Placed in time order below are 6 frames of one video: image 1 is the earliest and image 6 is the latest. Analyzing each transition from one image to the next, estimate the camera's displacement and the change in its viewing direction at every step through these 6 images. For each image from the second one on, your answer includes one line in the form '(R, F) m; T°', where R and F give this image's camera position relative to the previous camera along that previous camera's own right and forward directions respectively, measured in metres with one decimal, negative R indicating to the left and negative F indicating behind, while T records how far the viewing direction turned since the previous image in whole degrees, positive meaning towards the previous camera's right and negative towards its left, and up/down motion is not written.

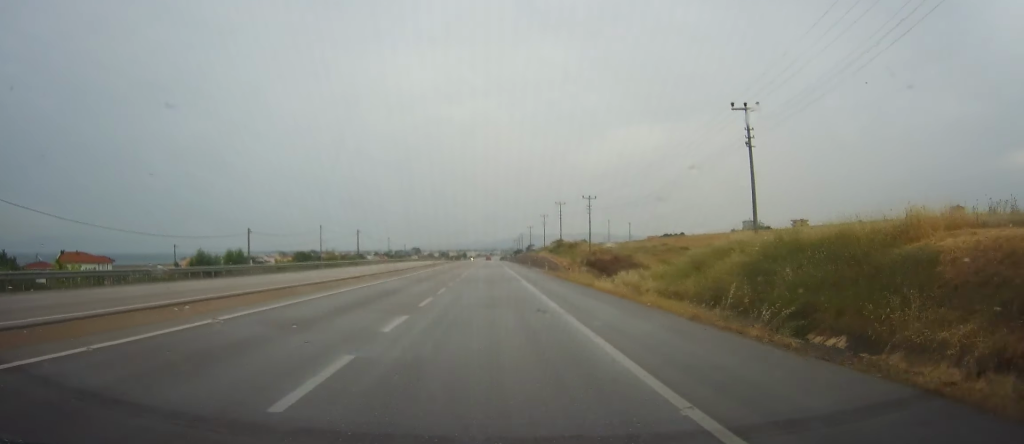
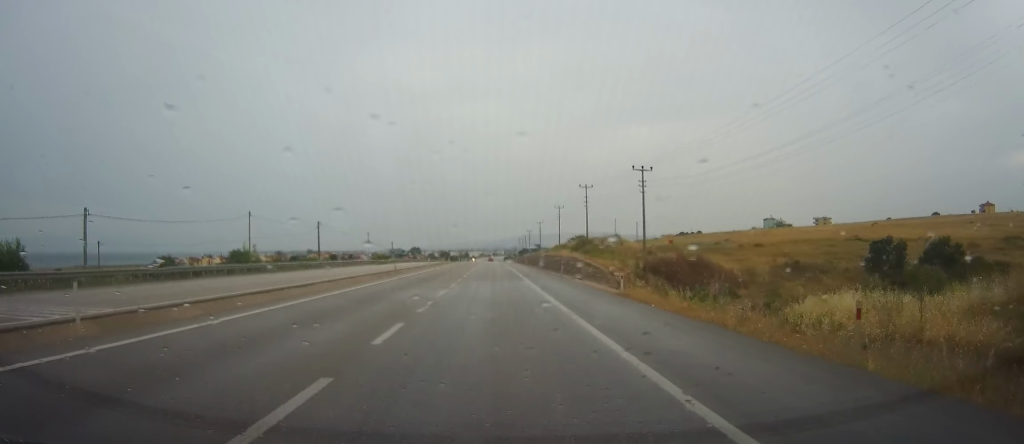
(-0.4, +31.8) m; -2°
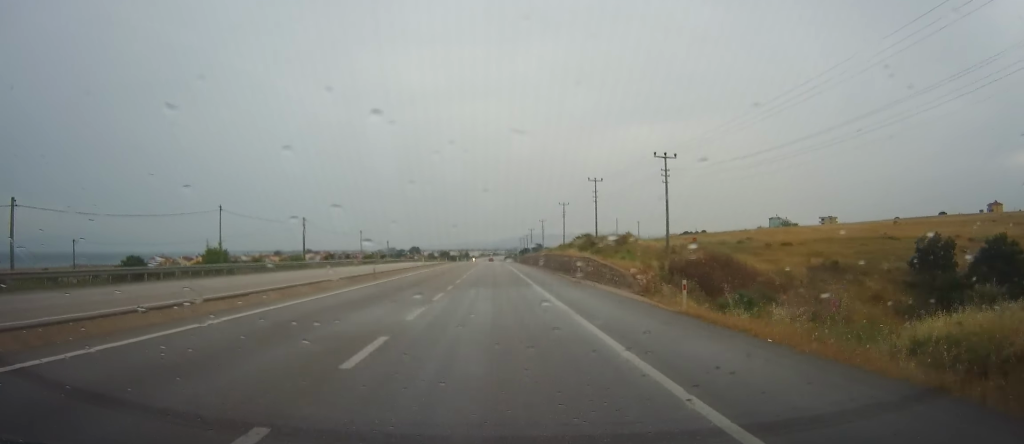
(-0.1, +8.3) m; -1°
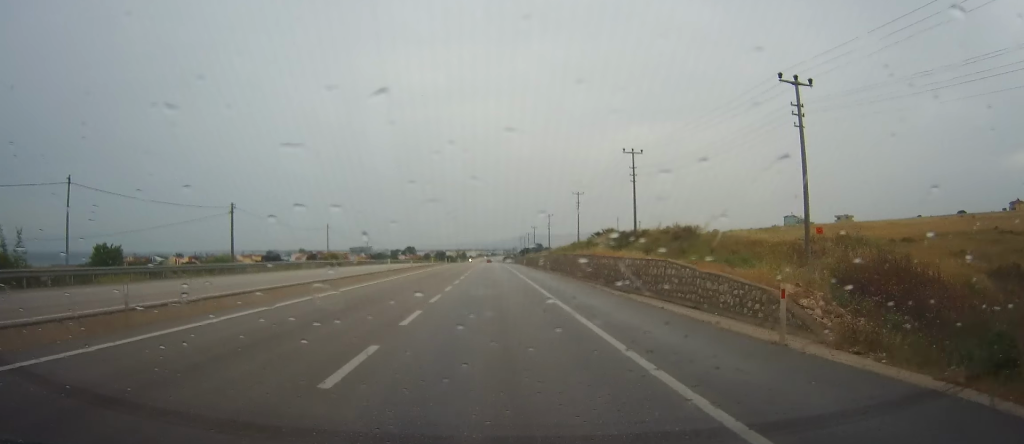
(-0.2, +25.4) m; 0°
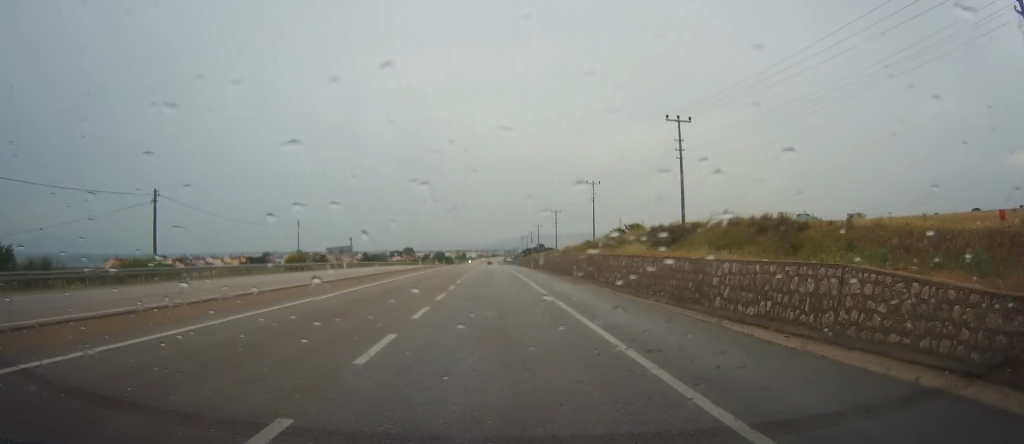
(0.0, +16.7) m; +1°
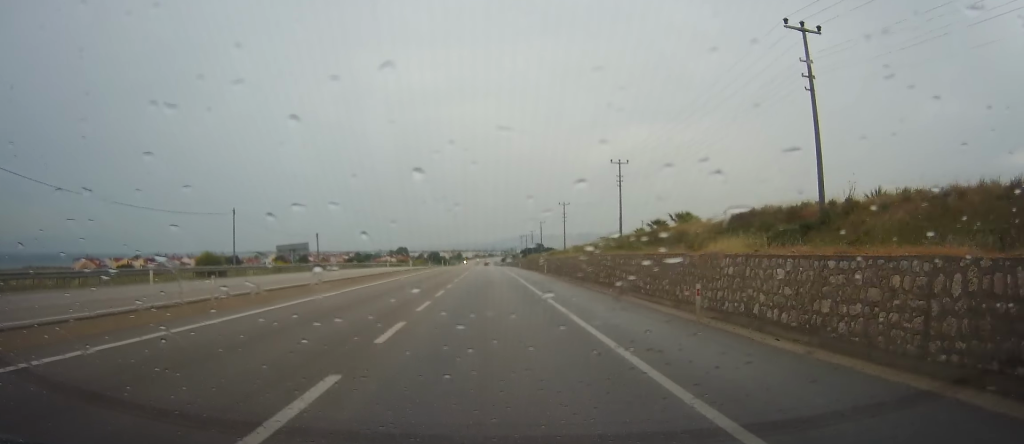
(+0.5, +22.6) m; +2°
